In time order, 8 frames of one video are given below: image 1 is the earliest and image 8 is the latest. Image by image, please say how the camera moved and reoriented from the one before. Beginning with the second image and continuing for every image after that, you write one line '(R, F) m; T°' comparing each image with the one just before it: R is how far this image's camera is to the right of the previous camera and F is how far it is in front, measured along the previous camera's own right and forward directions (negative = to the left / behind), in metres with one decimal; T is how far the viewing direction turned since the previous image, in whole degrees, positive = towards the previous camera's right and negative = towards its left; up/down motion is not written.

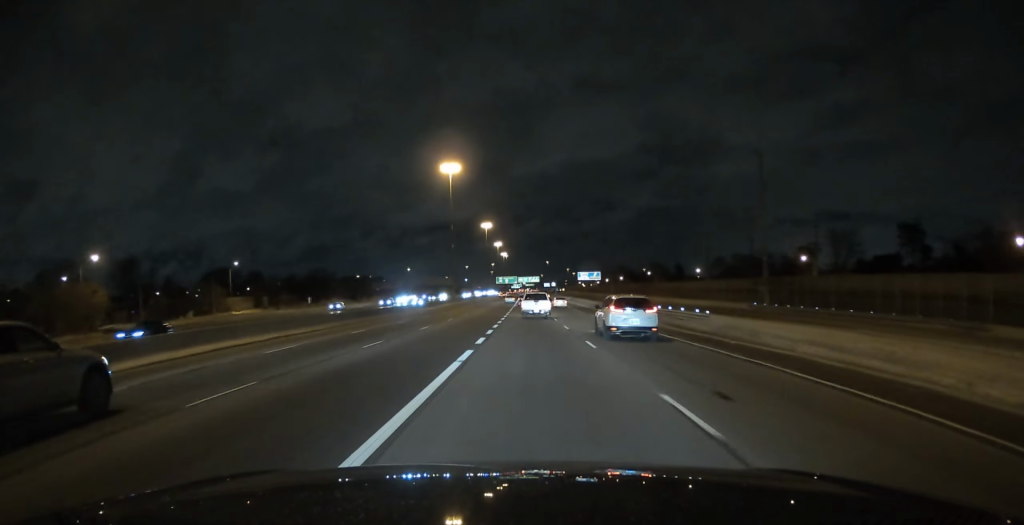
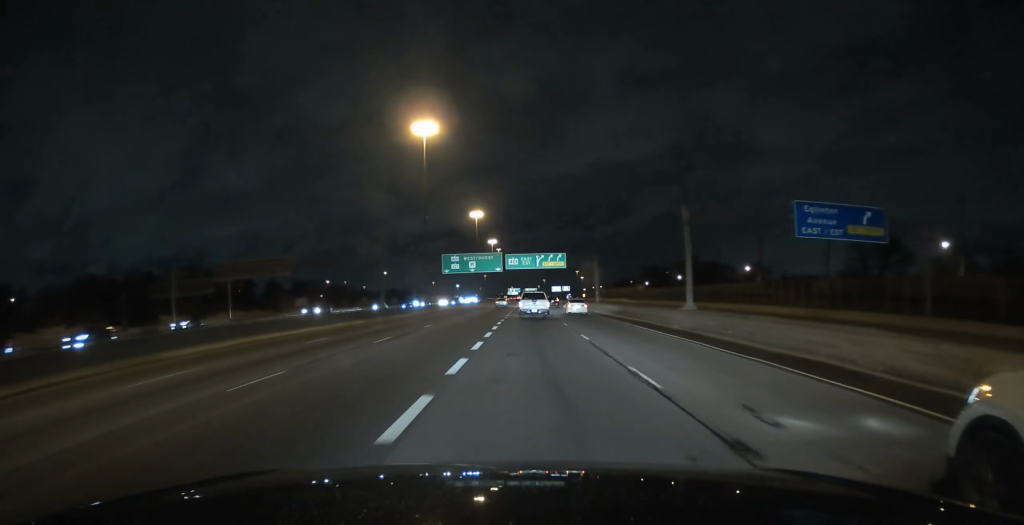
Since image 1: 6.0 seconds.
(+1.0, +177.1) m; 0°
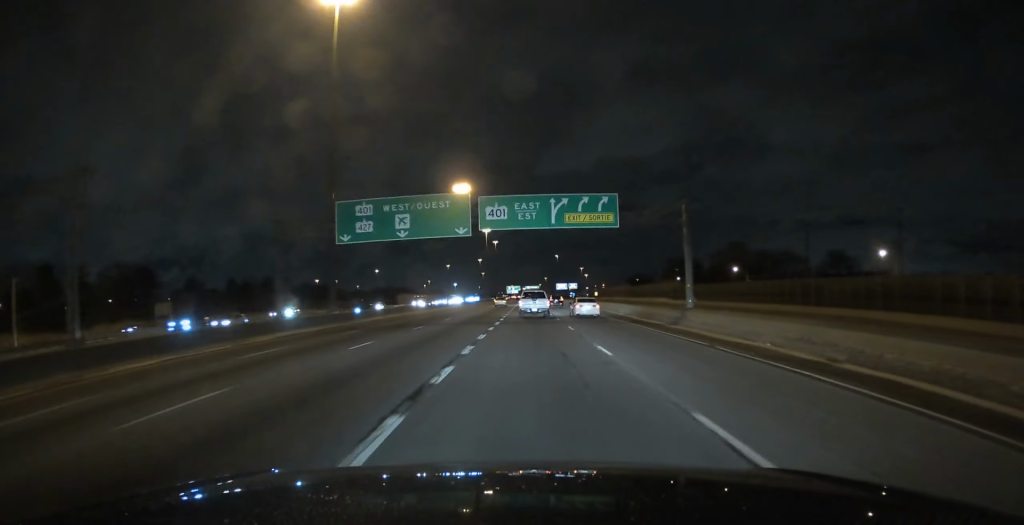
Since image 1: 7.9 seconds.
(0.0, +54.2) m; 0°
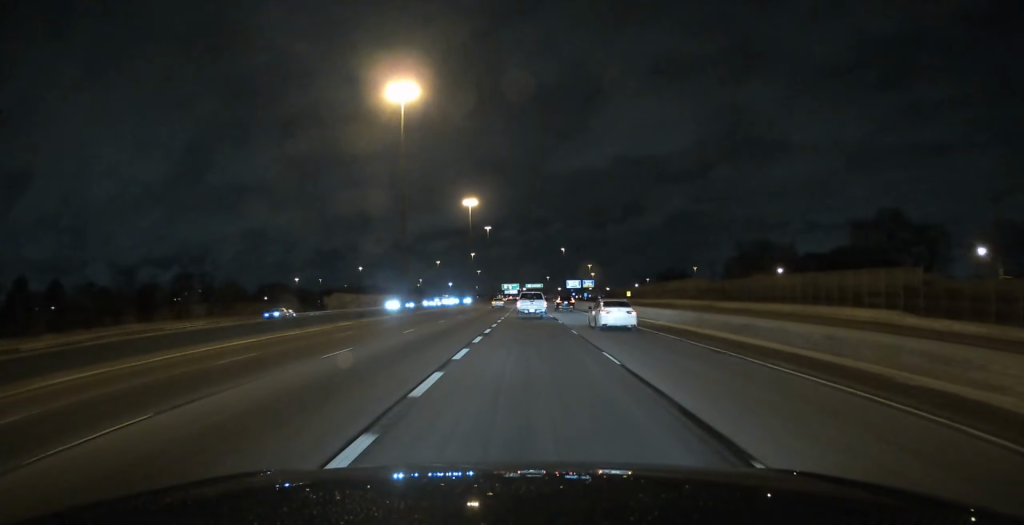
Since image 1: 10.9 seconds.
(0.0, +87.2) m; 0°
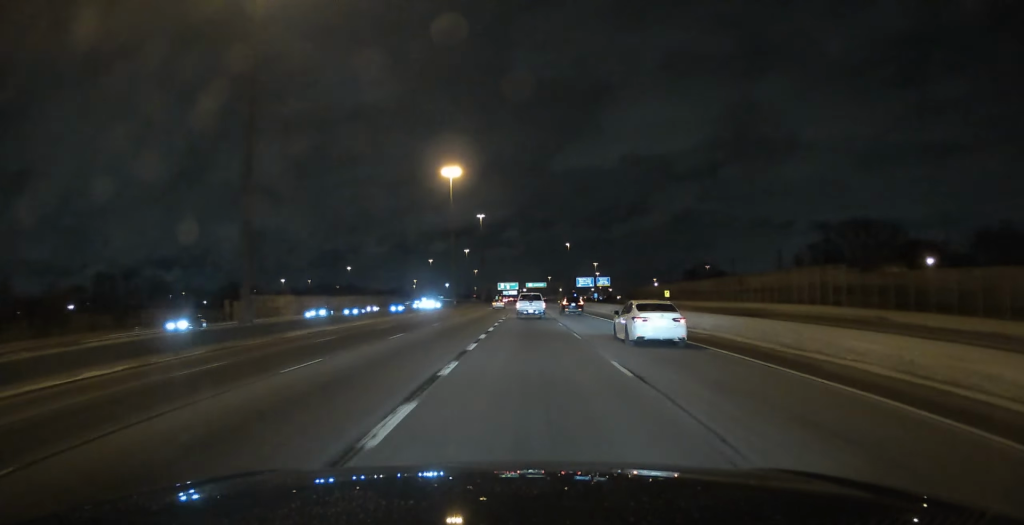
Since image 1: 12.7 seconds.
(-0.2, +52.1) m; 0°
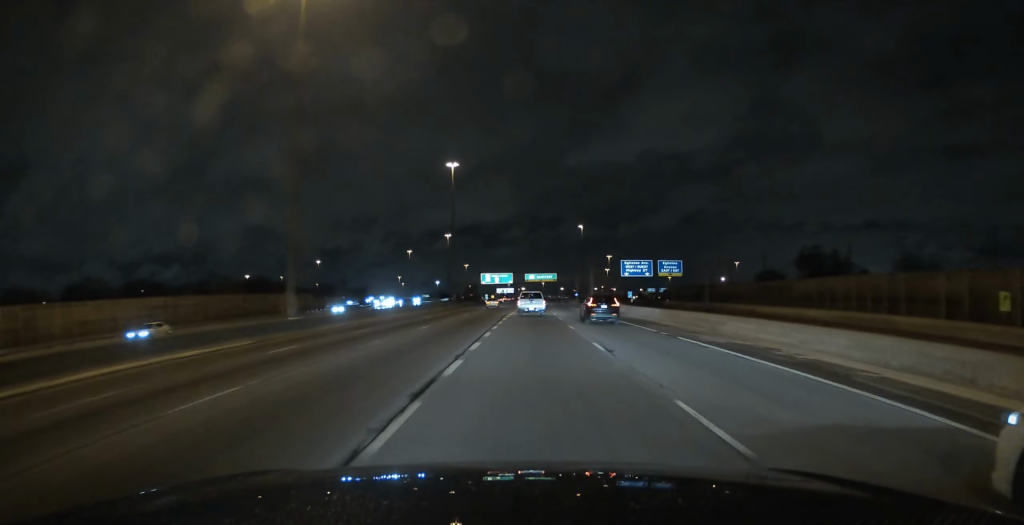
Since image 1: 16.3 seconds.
(+0.2, +104.5) m; 0°
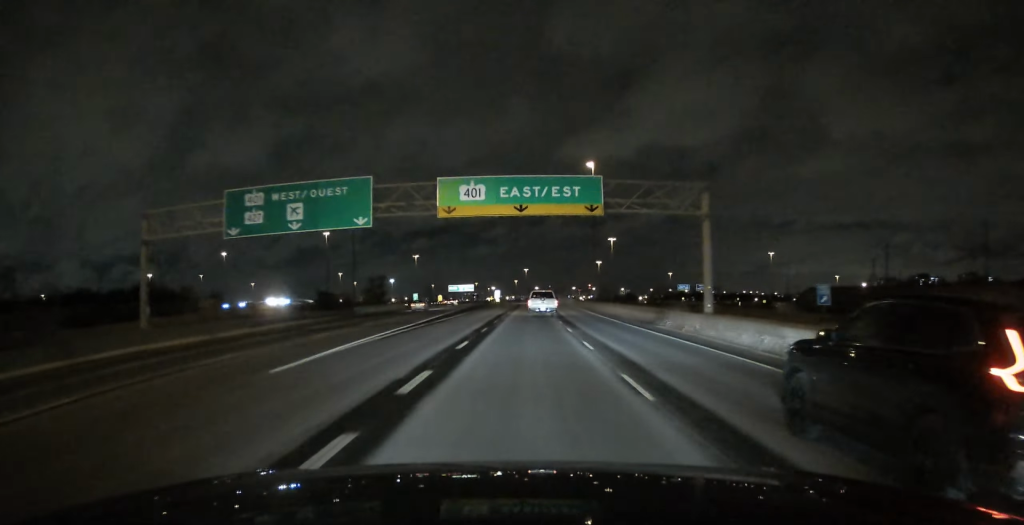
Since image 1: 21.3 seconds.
(+2.3, +147.0) m; +2°
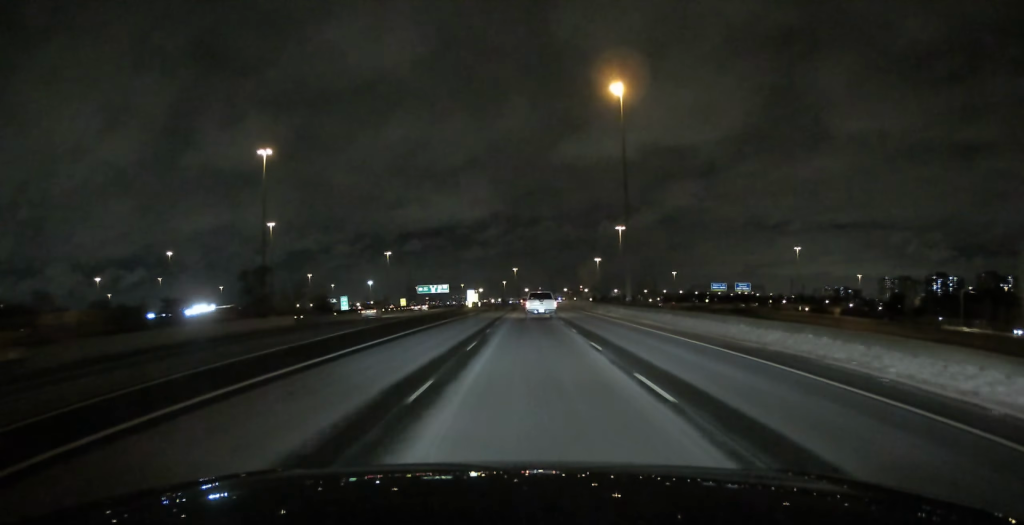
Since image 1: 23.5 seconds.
(+0.5, +63.6) m; +1°
